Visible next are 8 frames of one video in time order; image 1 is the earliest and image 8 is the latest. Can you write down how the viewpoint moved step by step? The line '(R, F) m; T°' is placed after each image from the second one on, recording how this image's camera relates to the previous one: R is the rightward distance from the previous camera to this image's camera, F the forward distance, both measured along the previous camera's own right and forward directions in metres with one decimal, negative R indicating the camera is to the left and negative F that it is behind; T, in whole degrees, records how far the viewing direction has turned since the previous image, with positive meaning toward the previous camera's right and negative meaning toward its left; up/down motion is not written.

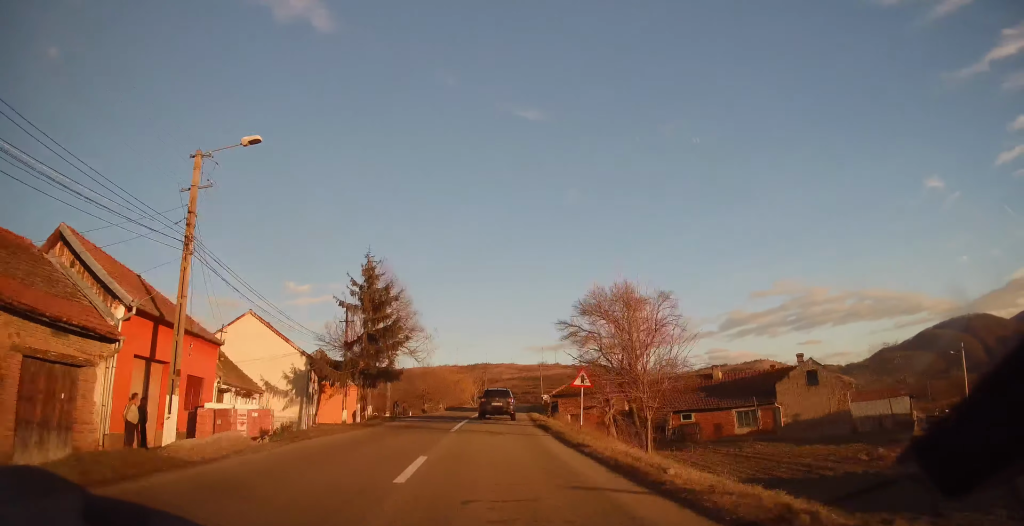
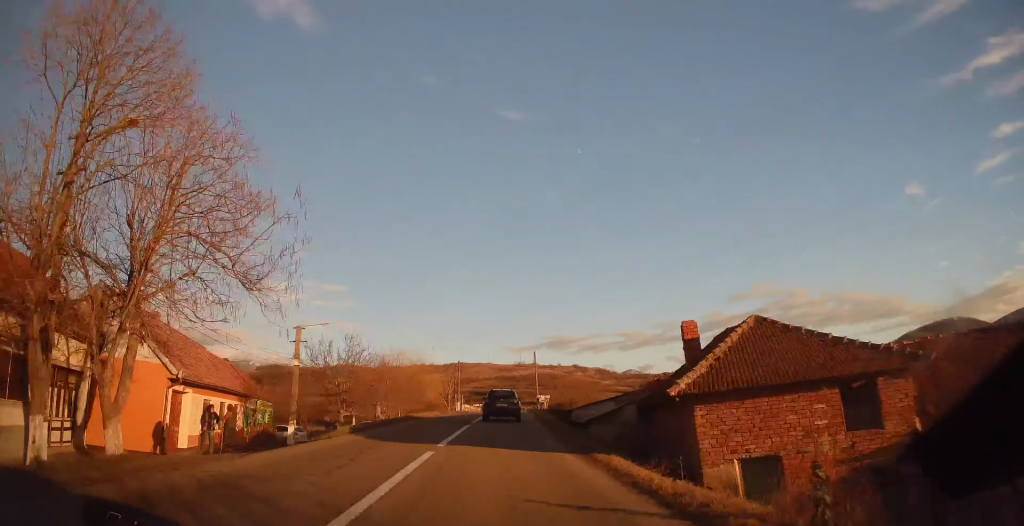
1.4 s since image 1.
(+0.8, +26.4) m; +3°
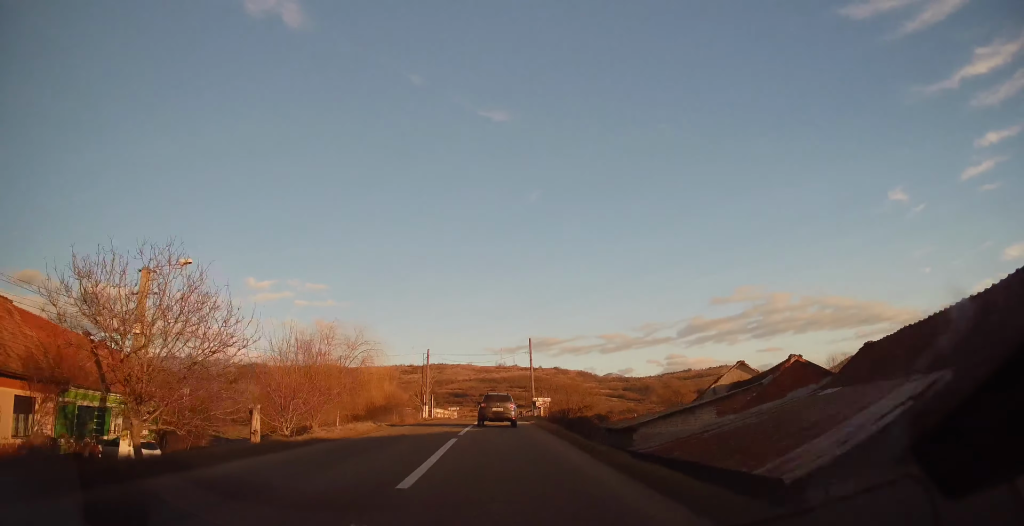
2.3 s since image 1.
(+0.3, +17.6) m; +2°
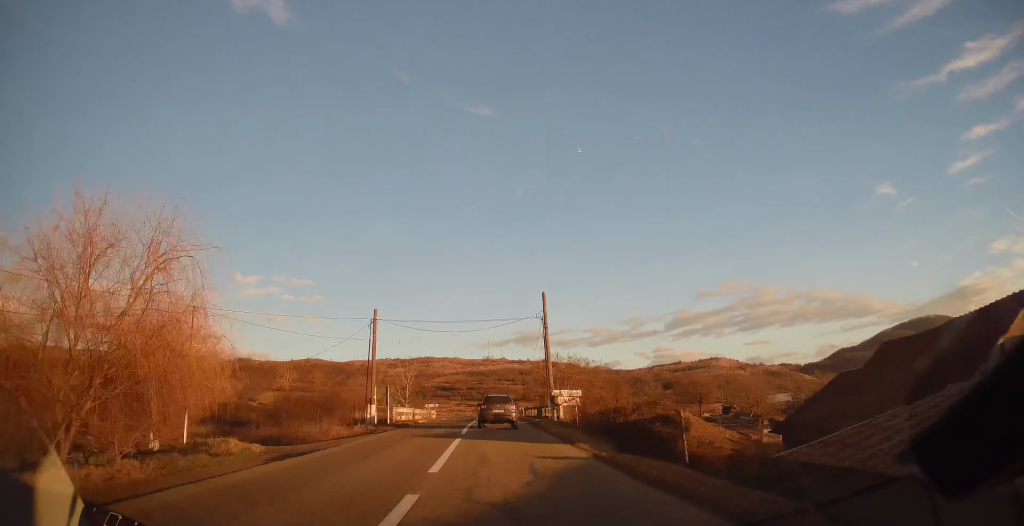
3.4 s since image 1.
(+0.2, +20.2) m; 0°
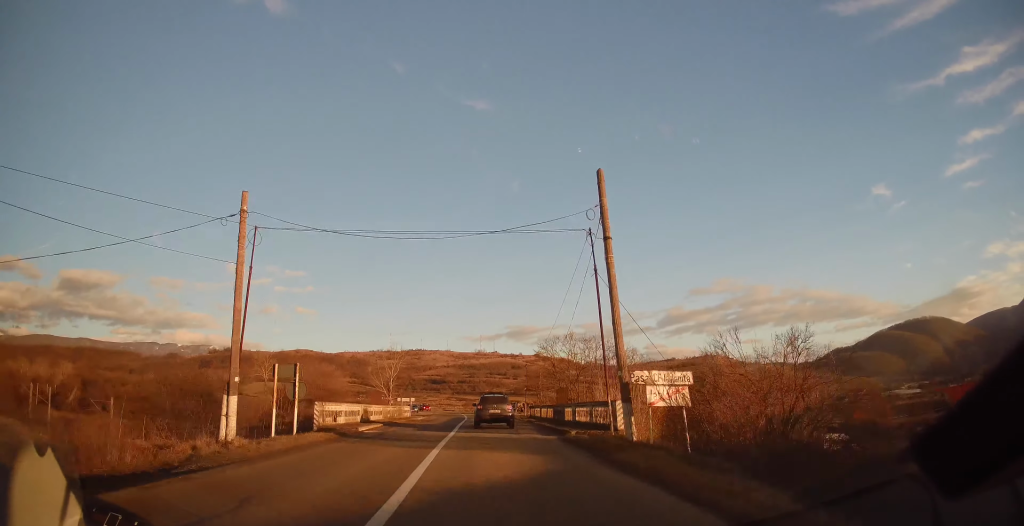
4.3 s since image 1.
(-0.1, +16.7) m; +1°
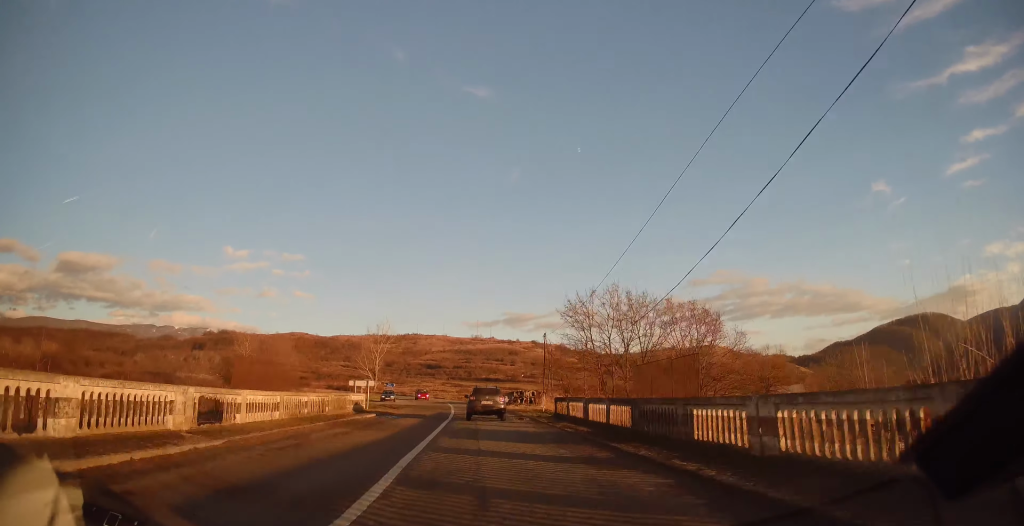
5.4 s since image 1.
(+0.3, +18.6) m; +1°
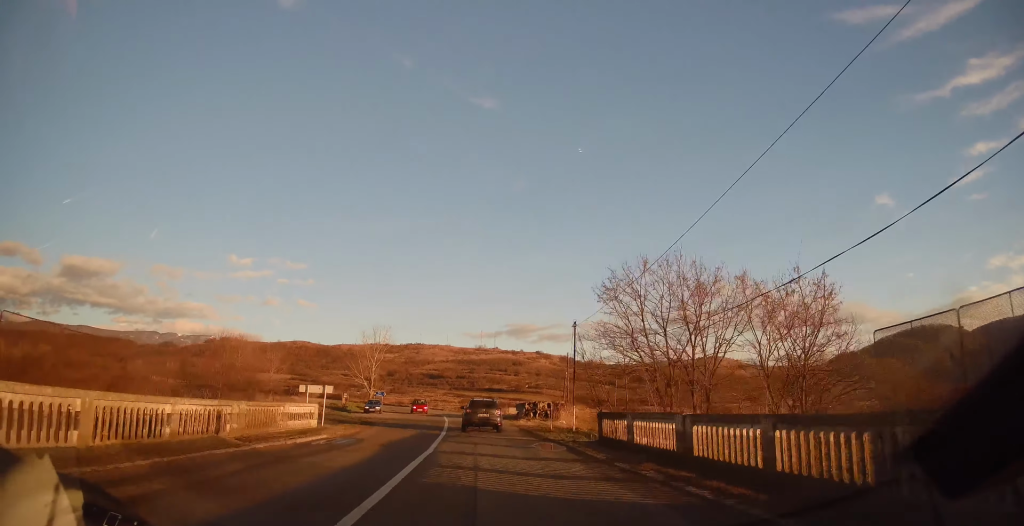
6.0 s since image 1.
(-0.2, +10.3) m; 0°
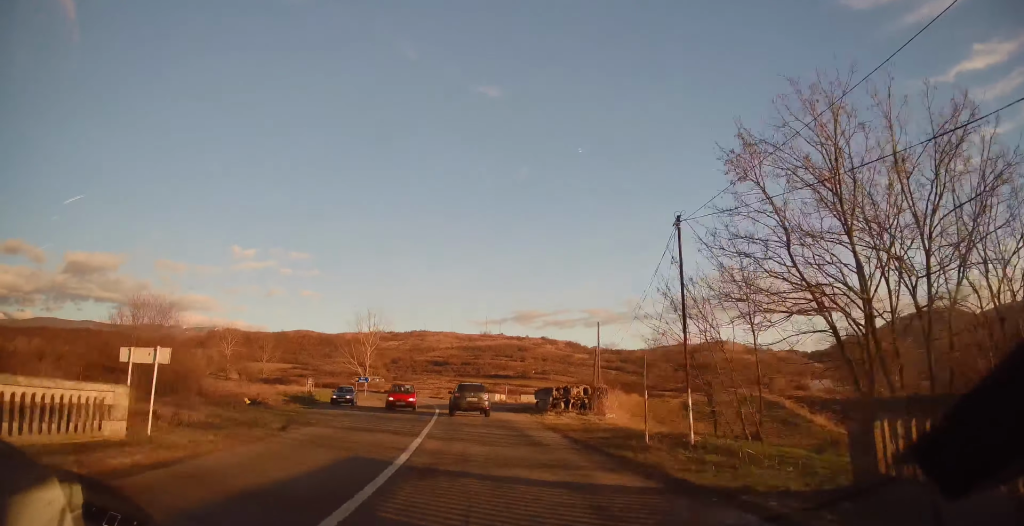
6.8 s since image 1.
(+0.4, +13.5) m; -1°
